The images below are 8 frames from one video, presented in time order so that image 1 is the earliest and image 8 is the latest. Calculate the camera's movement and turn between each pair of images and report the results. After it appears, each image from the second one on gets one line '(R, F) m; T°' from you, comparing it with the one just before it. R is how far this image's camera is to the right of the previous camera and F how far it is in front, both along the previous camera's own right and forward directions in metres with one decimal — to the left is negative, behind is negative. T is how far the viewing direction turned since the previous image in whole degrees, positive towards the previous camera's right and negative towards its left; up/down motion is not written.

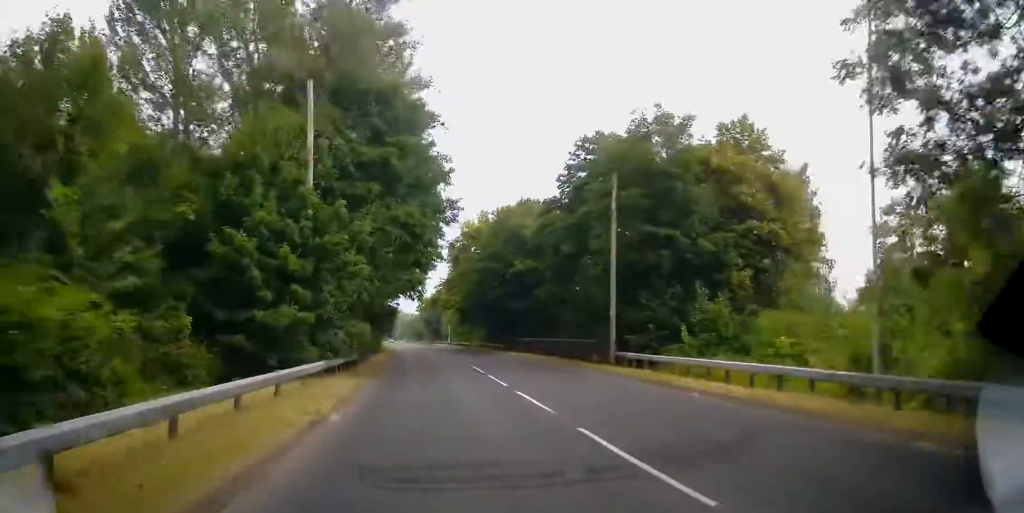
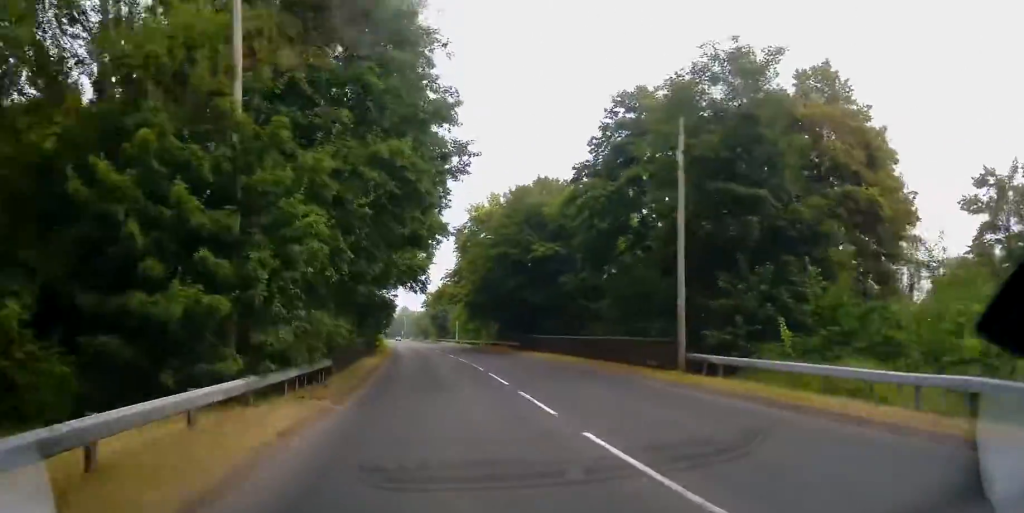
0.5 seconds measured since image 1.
(0.0, +6.5) m; 0°
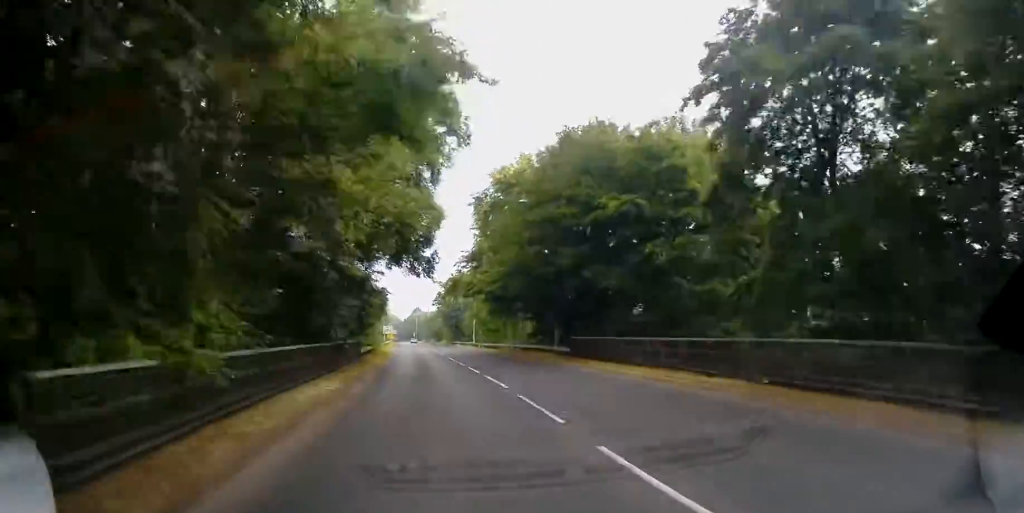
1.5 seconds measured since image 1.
(0.0, +13.2) m; -1°
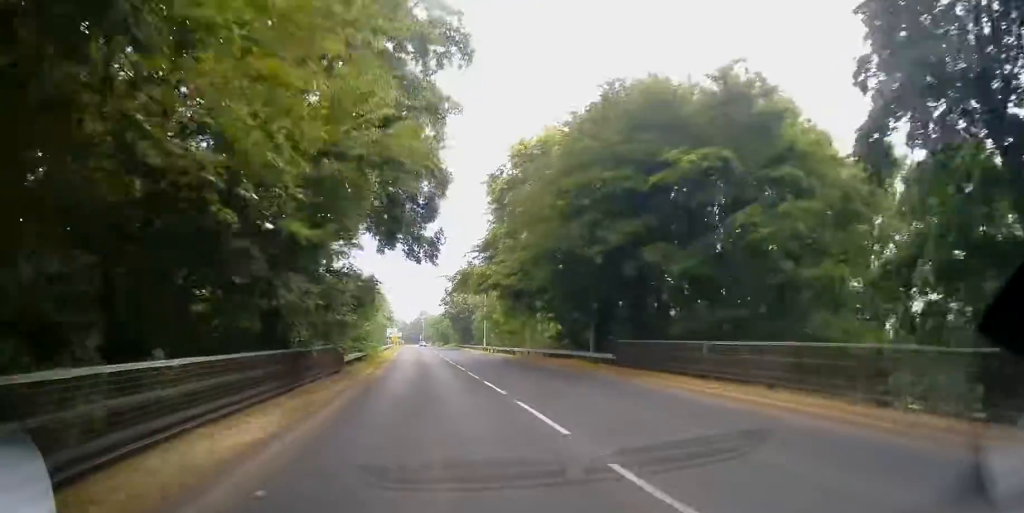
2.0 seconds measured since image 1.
(+0.1, +6.5) m; -1°
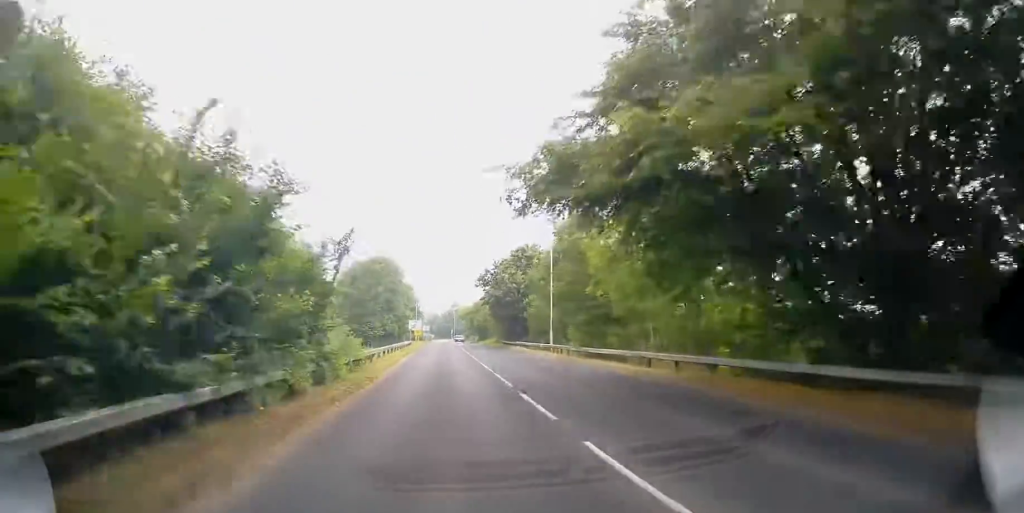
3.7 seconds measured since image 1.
(-1.0, +22.7) m; -3°
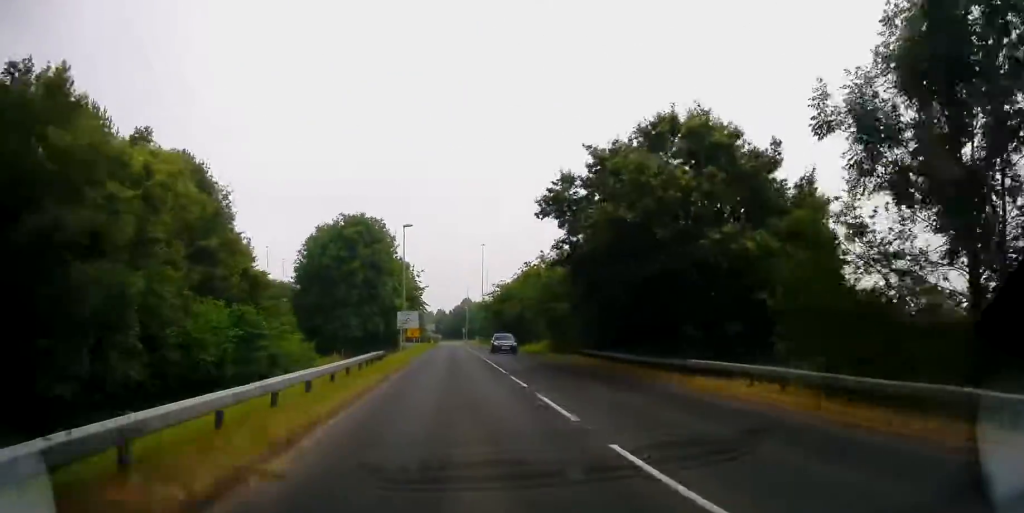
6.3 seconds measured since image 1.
(-0.6, +35.7) m; -1°
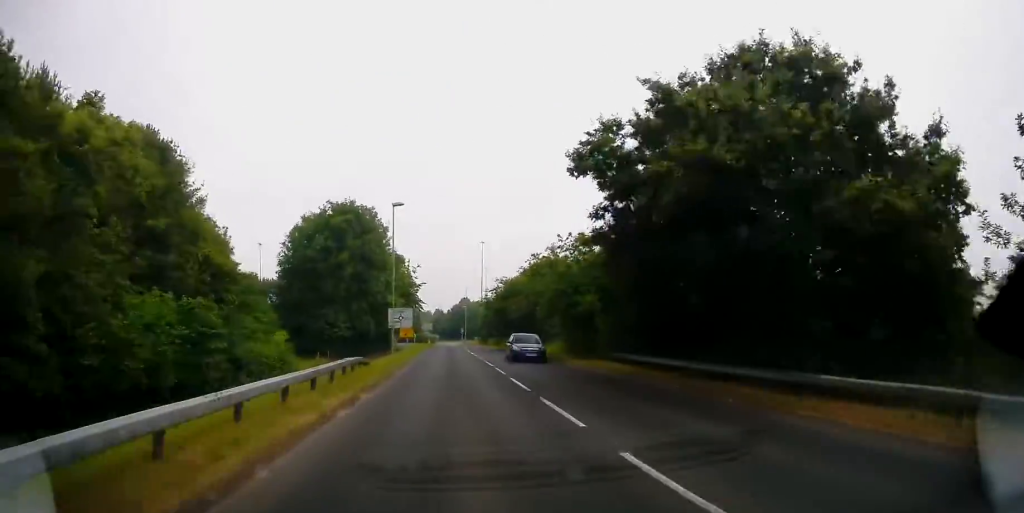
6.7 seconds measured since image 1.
(+0.1, +6.6) m; 0°
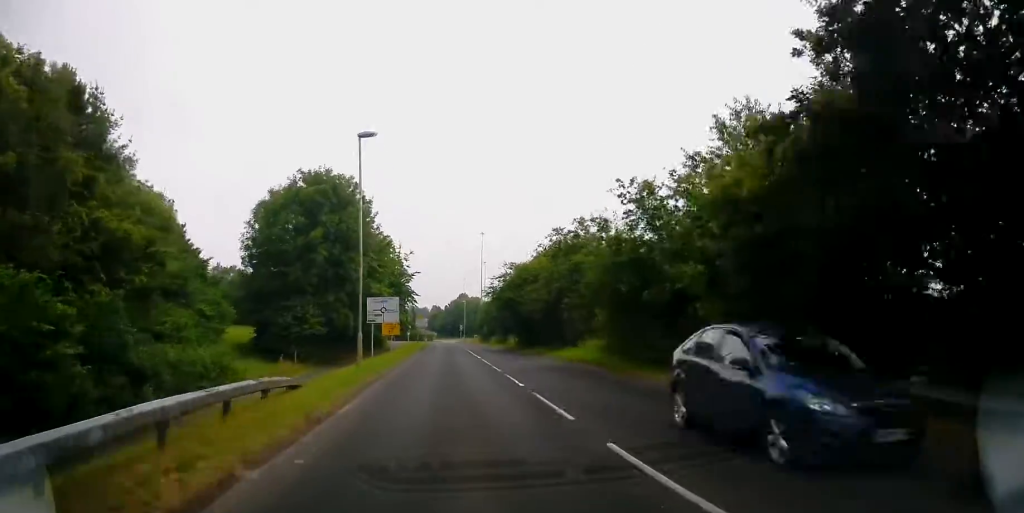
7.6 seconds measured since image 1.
(+0.1, +11.7) m; 0°
